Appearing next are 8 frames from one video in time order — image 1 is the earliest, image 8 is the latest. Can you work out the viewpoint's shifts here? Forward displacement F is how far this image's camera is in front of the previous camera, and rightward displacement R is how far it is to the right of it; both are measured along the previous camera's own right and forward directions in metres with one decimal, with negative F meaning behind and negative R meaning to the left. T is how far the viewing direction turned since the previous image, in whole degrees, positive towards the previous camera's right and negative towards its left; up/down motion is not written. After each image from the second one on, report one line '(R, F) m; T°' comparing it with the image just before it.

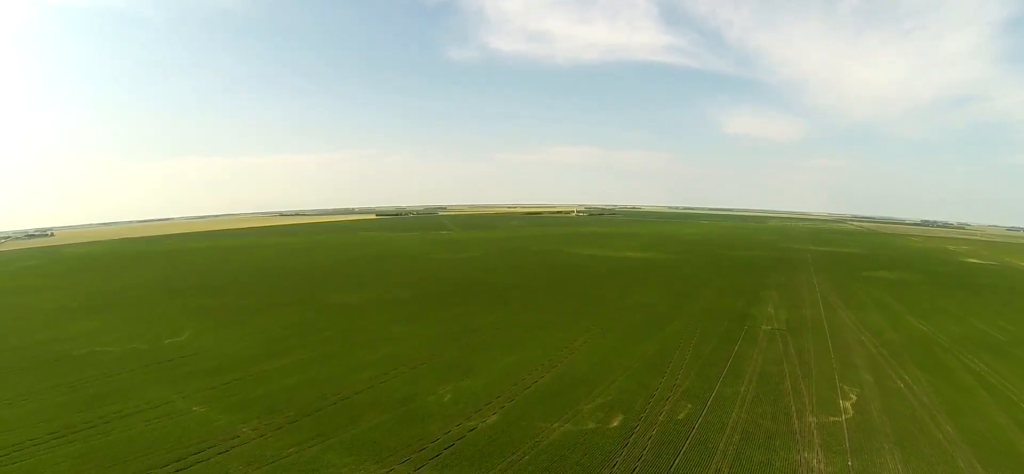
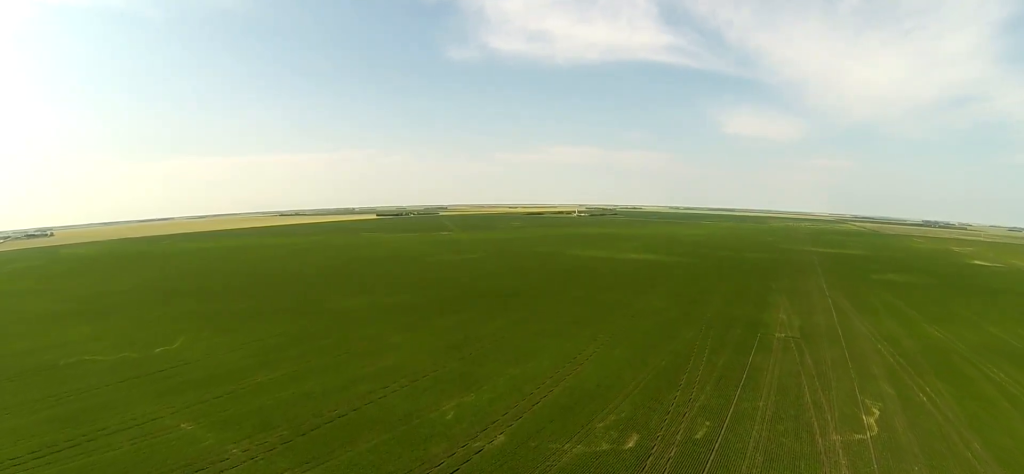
(0.0, +8.0) m; 0°
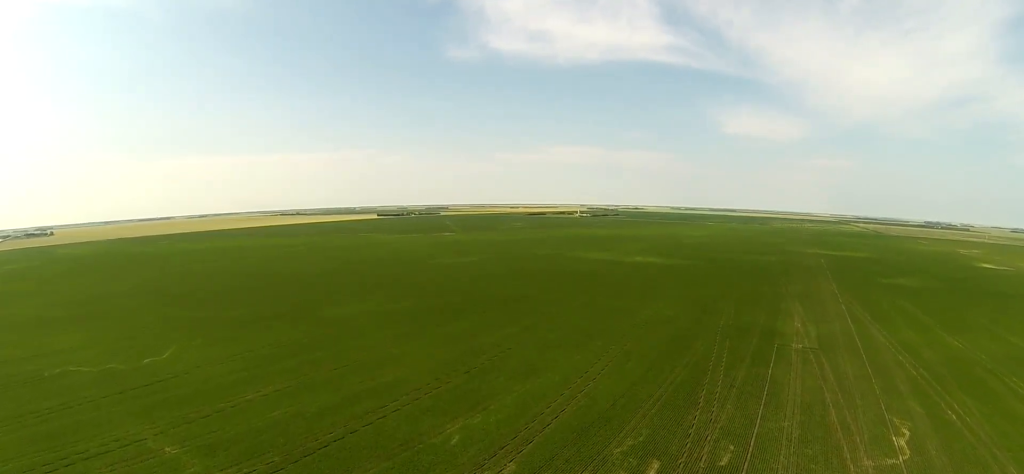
(0.0, +10.2) m; 0°
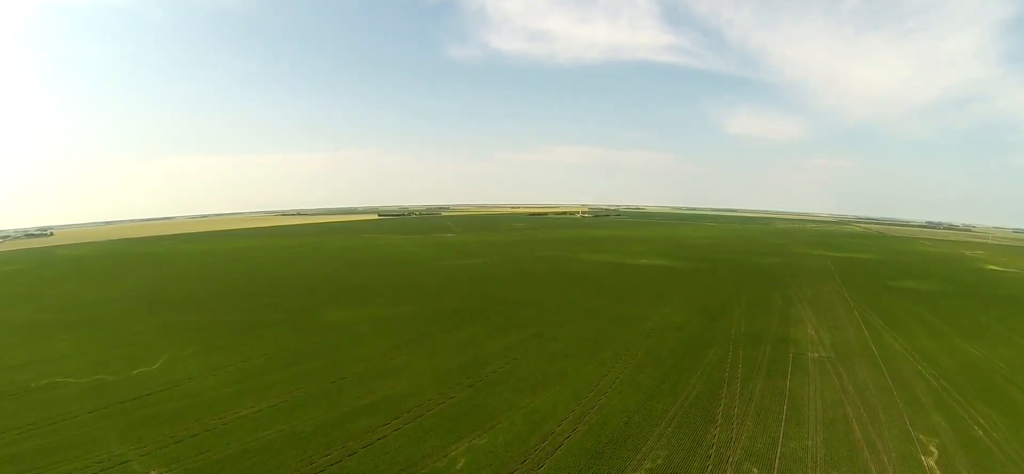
(0.0, +8.4) m; 0°
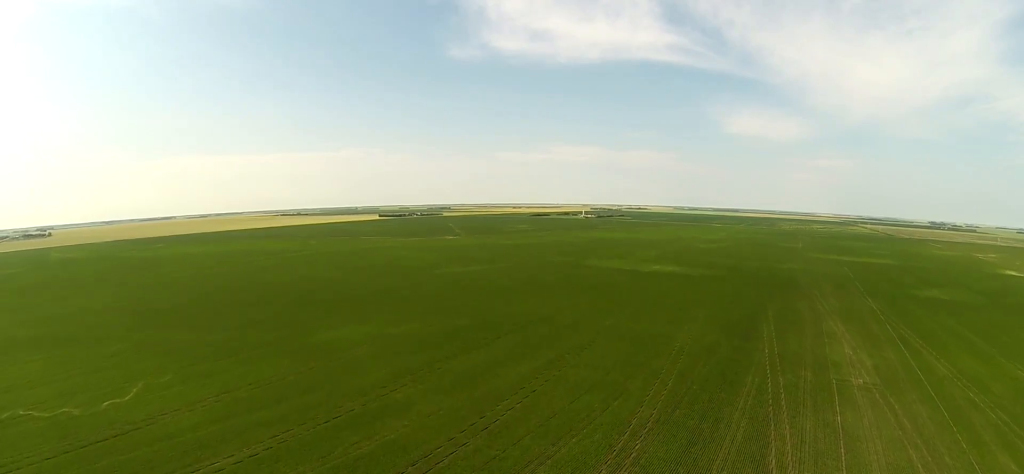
(-0.2, +21.1) m; -2°
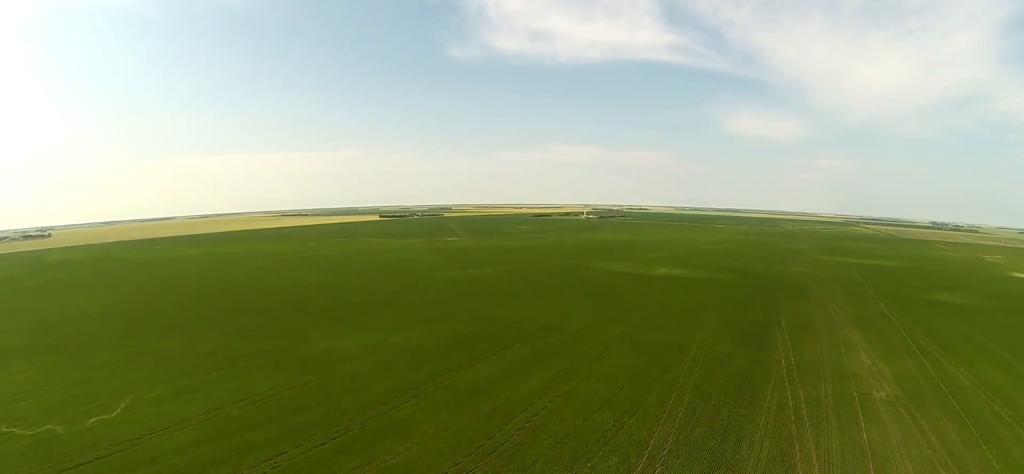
(-0.2, +9.1) m; -1°
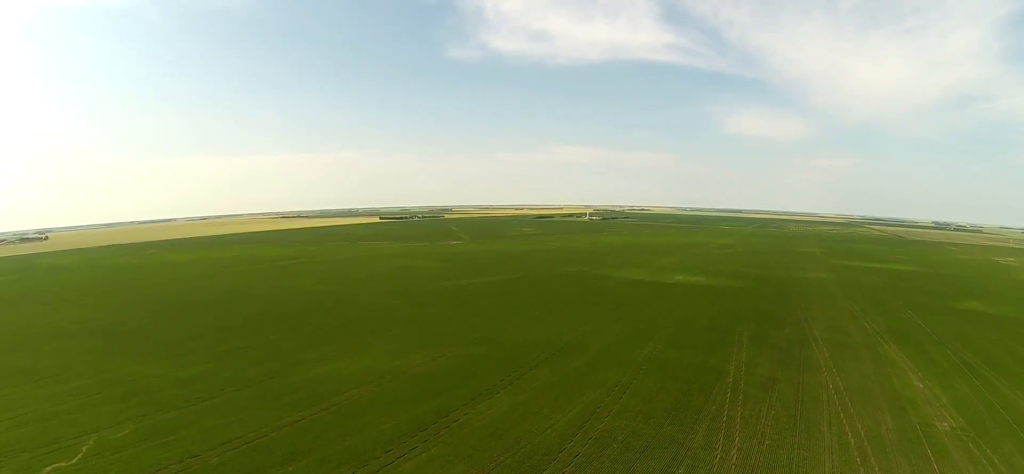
(-0.1, +22.8) m; +1°
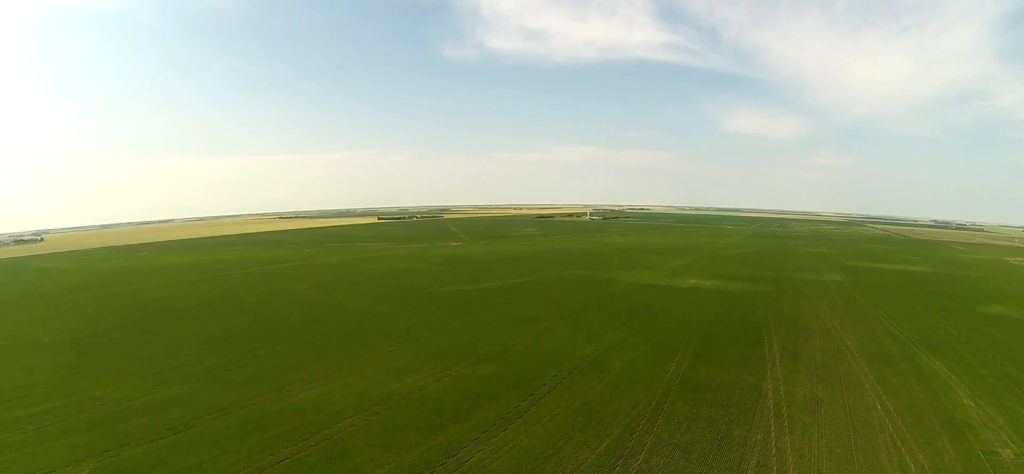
(+0.5, +21.4) m; +2°
